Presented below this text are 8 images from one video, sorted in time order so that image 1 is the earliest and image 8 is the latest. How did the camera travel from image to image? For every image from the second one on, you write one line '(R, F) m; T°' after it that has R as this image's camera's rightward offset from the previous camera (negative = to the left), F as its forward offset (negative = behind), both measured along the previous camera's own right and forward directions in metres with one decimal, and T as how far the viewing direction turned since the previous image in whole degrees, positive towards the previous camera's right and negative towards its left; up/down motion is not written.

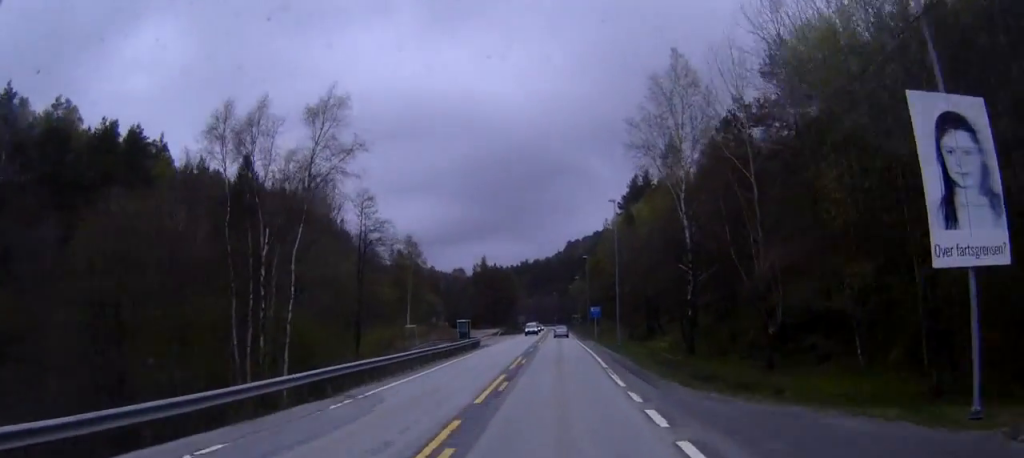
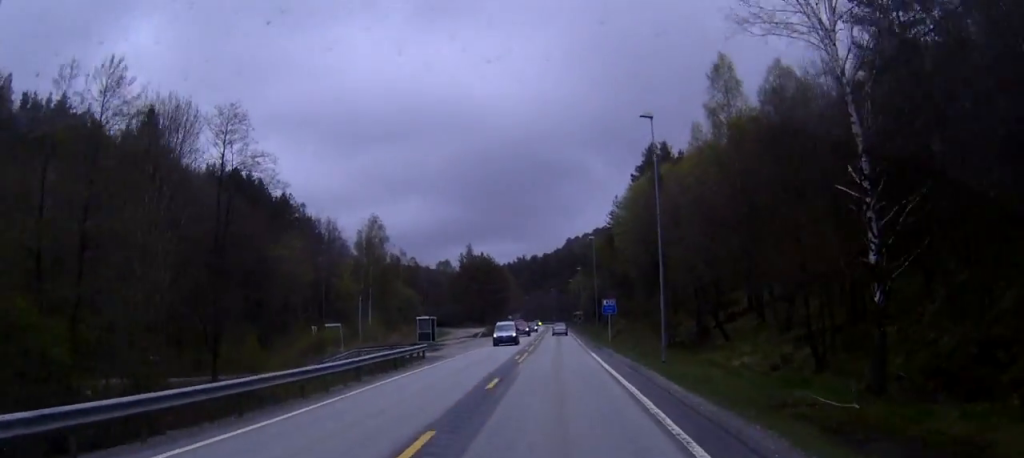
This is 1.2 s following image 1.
(-0.3, +26.4) m; -1°
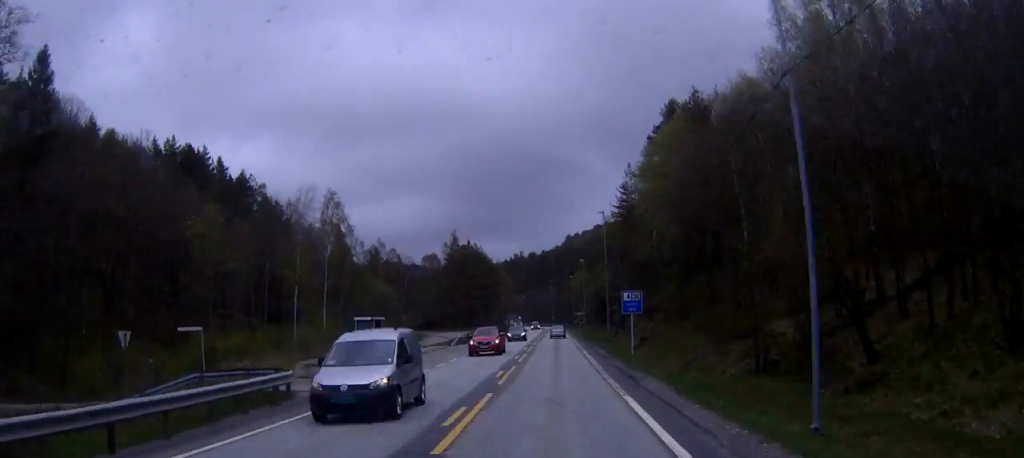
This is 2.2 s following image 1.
(0.0, +20.6) m; 0°
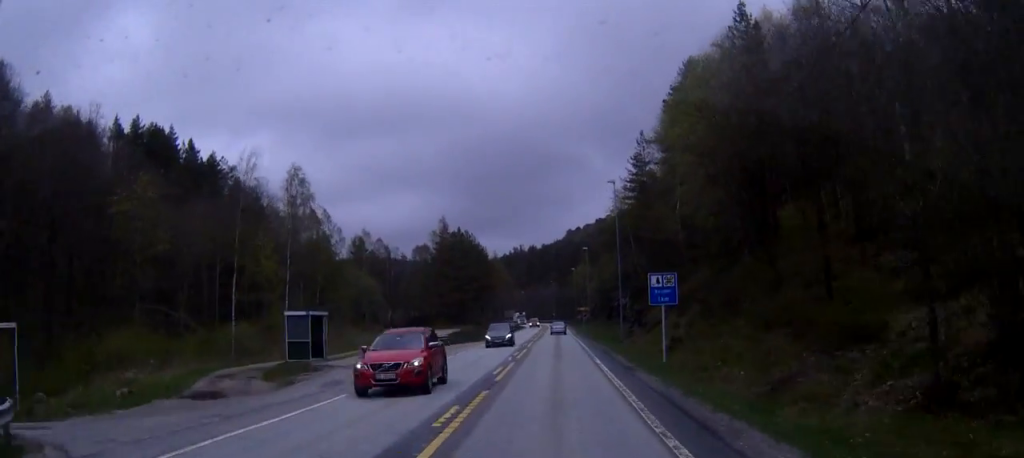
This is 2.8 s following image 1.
(0.0, +12.8) m; 0°
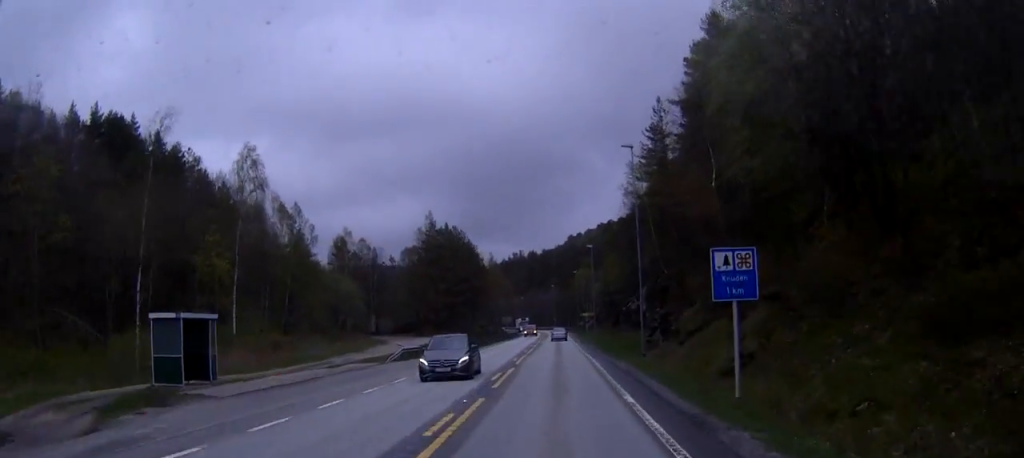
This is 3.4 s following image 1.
(+0.1, +12.7) m; 0°
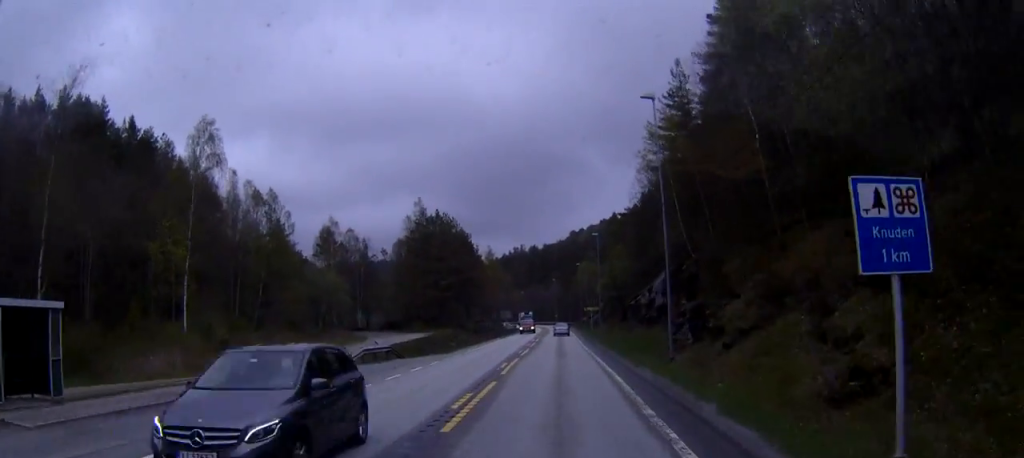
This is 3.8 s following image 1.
(+0.1, +9.2) m; 0°
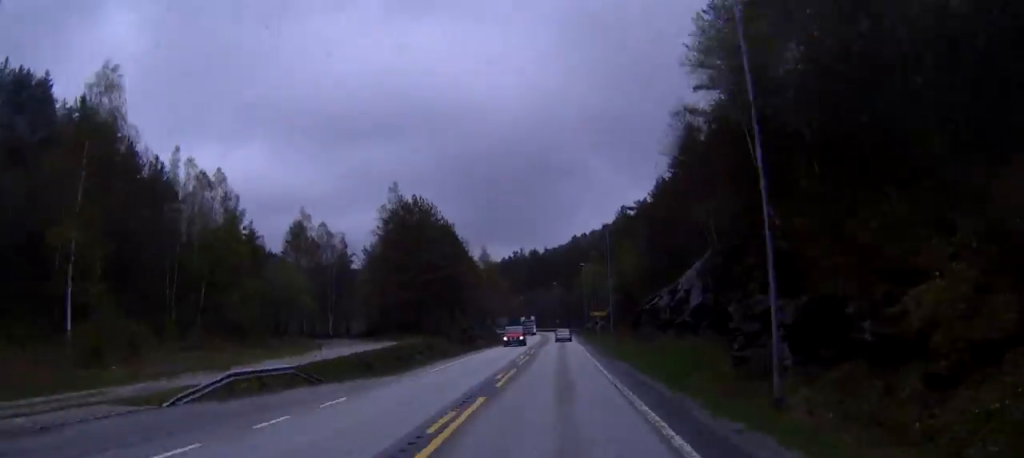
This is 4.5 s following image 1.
(-0.1, +14.9) m; 0°
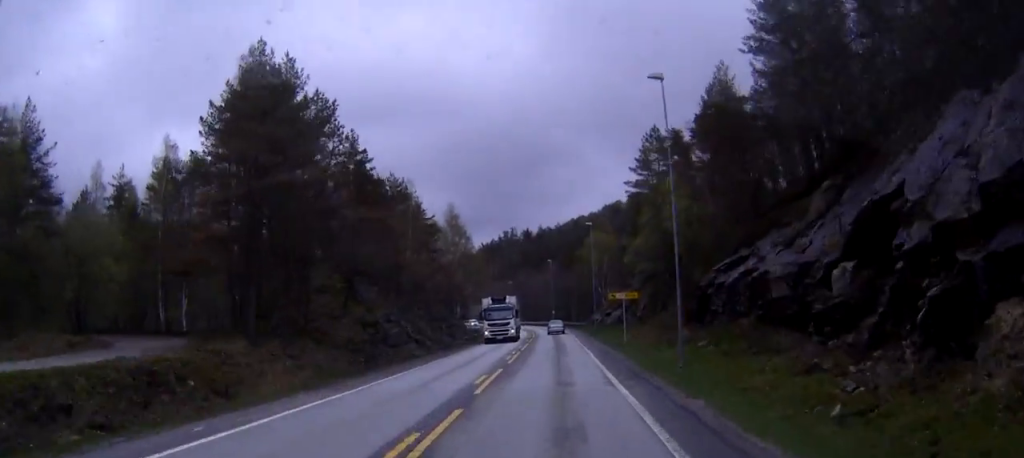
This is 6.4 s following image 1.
(+0.2, +39.0) m; +1°
